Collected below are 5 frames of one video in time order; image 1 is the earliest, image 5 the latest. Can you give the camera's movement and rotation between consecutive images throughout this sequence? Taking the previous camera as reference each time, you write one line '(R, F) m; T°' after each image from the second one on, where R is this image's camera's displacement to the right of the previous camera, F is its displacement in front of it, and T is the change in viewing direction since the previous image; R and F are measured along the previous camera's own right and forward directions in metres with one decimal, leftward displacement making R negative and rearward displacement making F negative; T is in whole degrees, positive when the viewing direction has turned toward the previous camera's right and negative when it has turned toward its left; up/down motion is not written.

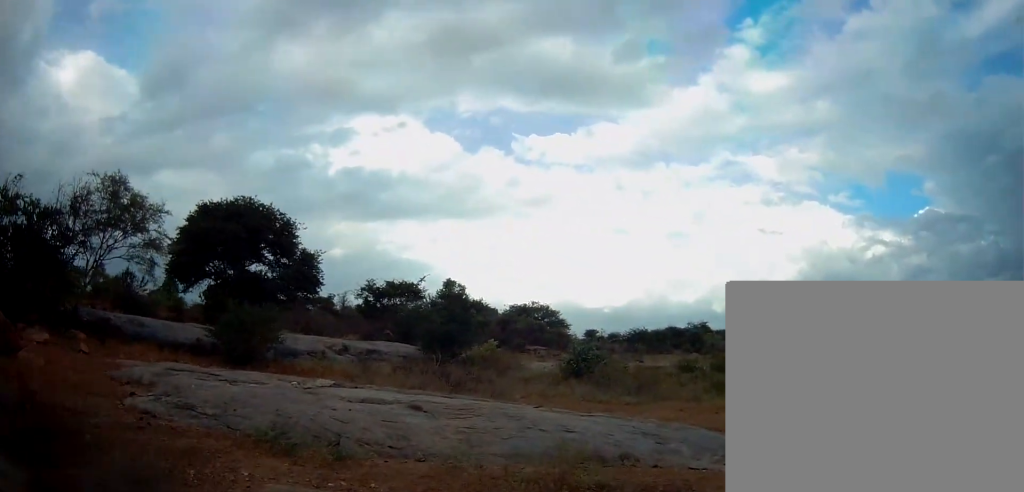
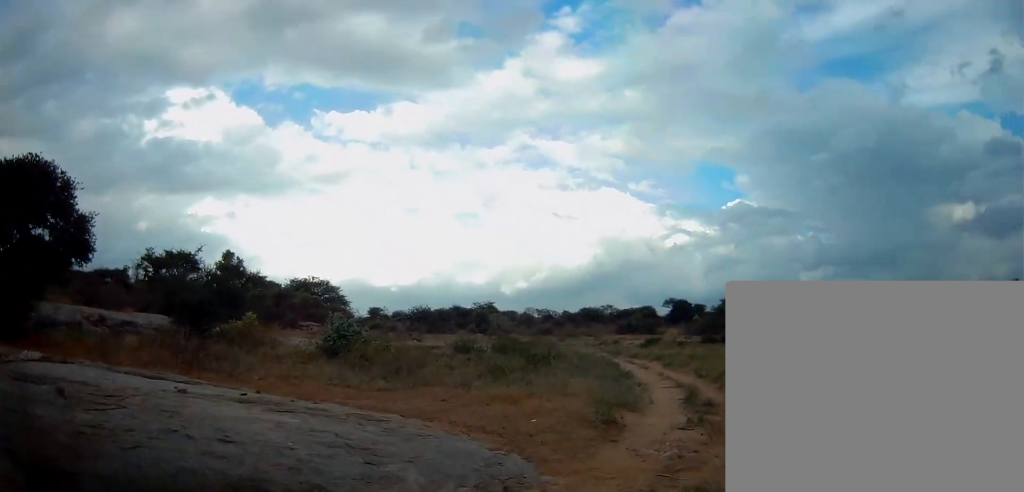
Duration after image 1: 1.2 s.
(+0.7, +3.0) m; +14°
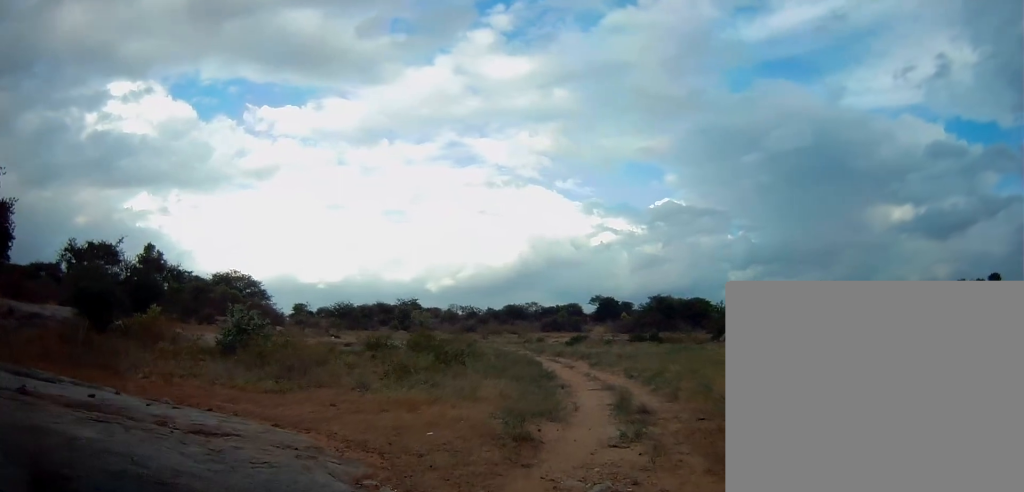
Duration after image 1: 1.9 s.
(-0.1, +1.9) m; -1°
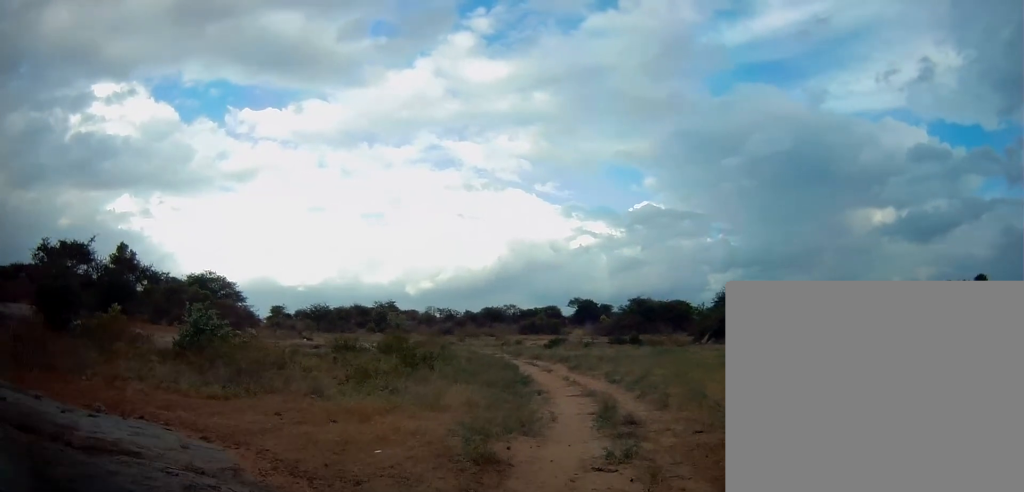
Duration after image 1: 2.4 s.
(-0.1, +1.4) m; -1°
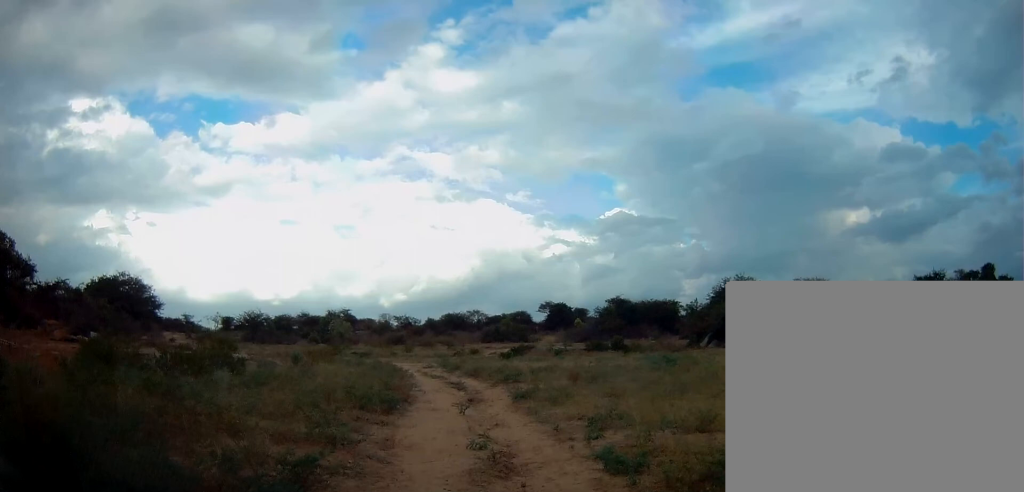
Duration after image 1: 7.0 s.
(+2.0, +14.1) m; +3°
